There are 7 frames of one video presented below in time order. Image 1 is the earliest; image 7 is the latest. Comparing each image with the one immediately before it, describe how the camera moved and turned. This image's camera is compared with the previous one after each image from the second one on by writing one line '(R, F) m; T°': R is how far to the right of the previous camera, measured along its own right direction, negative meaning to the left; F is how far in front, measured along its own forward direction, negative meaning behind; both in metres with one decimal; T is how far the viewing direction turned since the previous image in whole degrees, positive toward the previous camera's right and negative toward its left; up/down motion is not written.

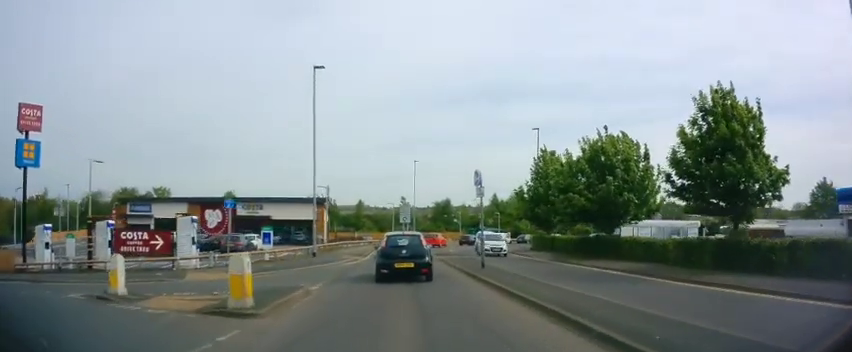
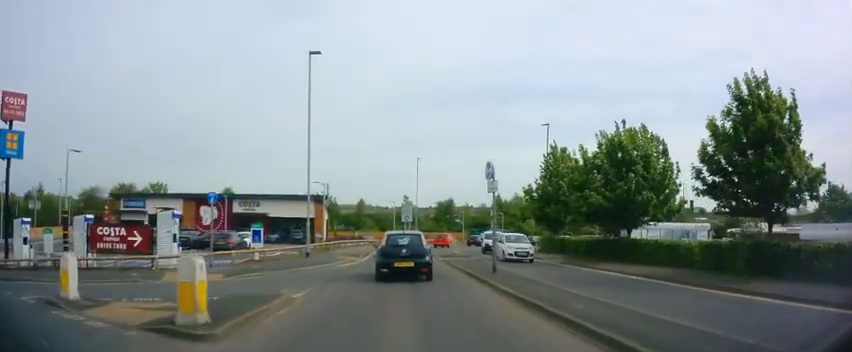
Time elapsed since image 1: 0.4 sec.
(-0.1, +2.1) m; +1°
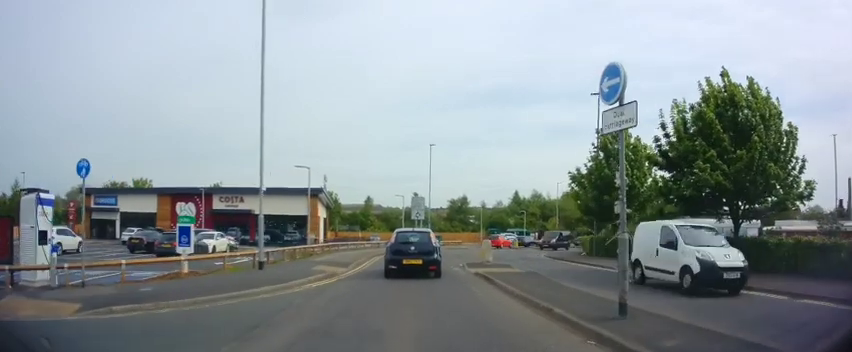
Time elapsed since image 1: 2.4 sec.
(+0.5, +8.7) m; 0°
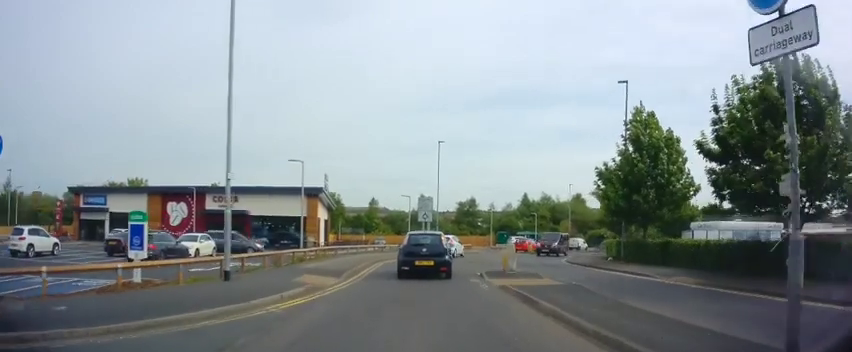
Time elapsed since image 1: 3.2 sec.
(-0.2, +3.3) m; -3°
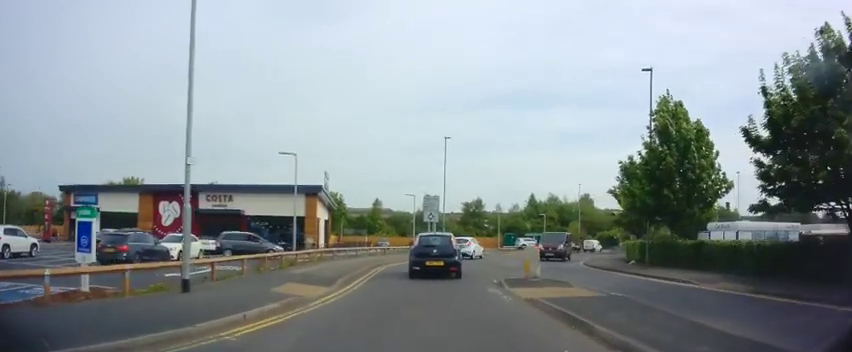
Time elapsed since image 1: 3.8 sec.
(-0.1, +2.5) m; 0°
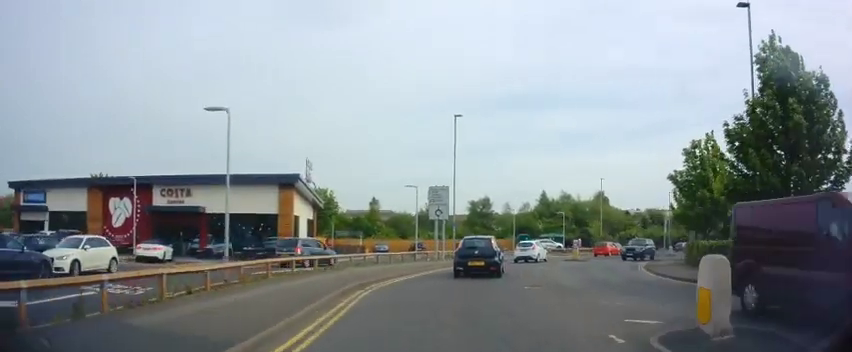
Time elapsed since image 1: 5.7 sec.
(0.0, +8.4) m; 0°
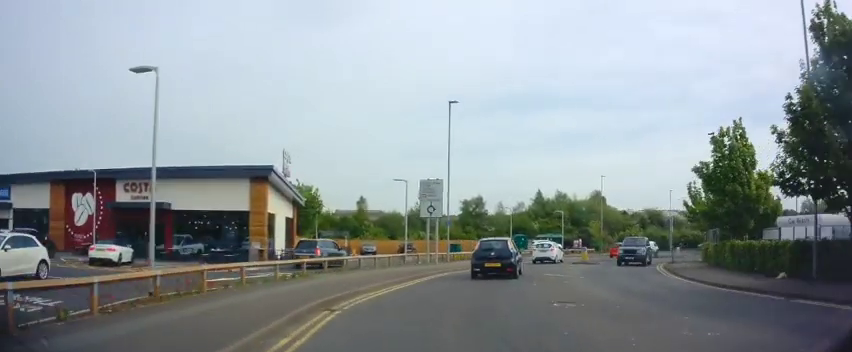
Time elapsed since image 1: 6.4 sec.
(+0.1, +3.7) m; +2°
